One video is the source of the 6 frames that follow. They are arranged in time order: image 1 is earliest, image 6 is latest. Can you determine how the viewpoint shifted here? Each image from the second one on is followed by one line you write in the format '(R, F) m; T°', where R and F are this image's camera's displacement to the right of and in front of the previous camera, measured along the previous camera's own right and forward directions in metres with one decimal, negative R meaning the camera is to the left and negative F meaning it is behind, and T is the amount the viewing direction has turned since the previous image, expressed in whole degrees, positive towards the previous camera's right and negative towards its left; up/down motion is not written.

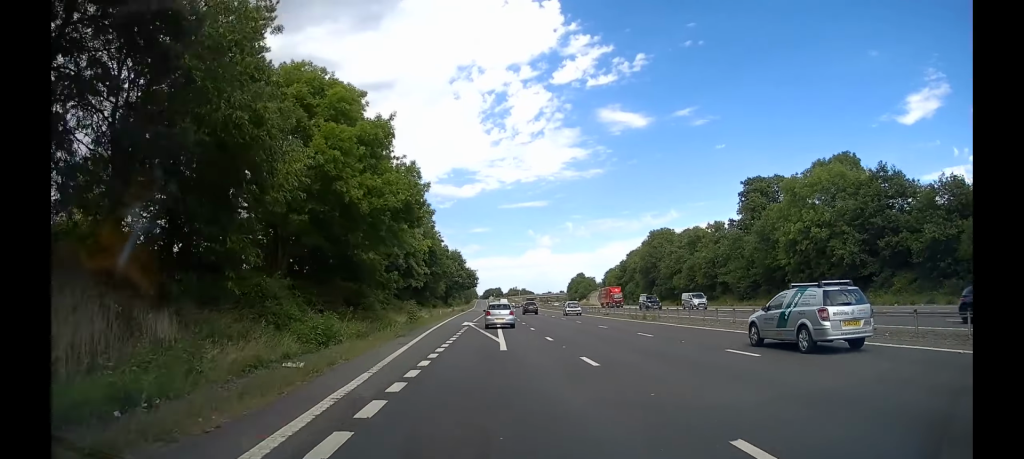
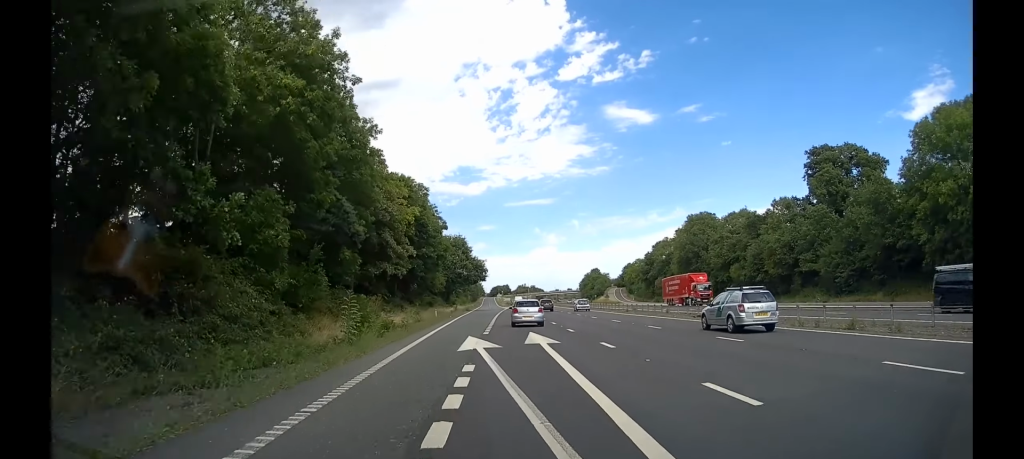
(-0.2, +23.7) m; 0°
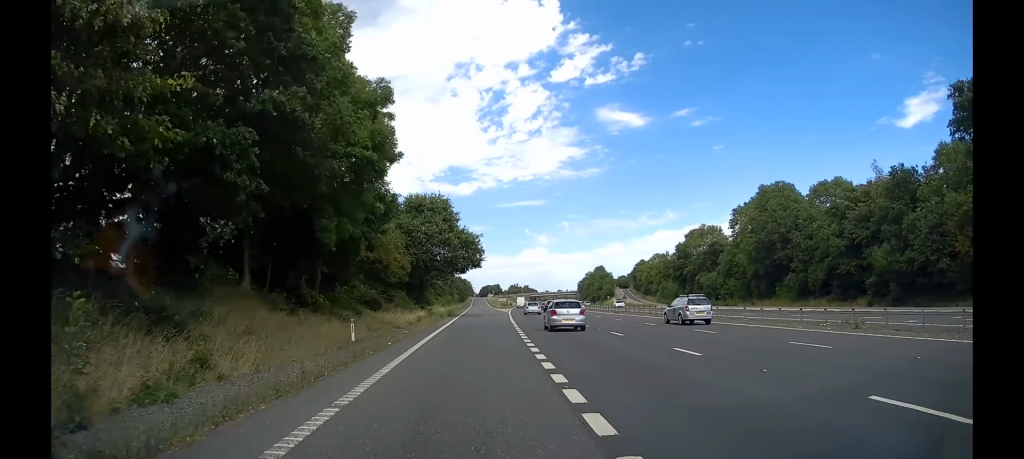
(+0.1, +38.9) m; 0°
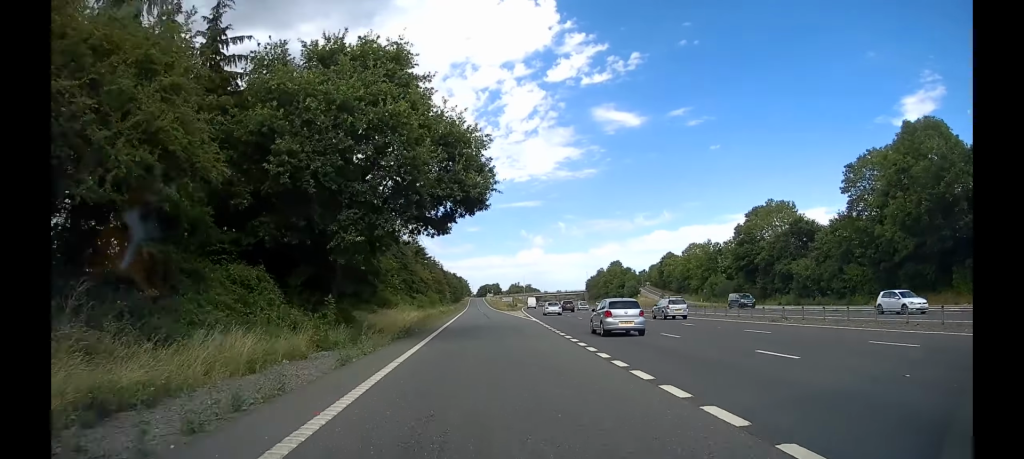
(-0.2, +38.3) m; +1°
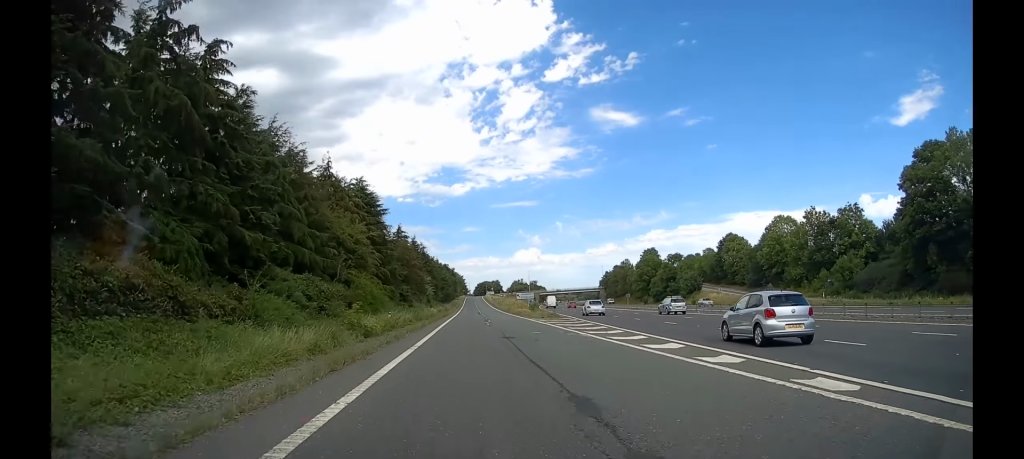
(+0.9, +52.7) m; +1°
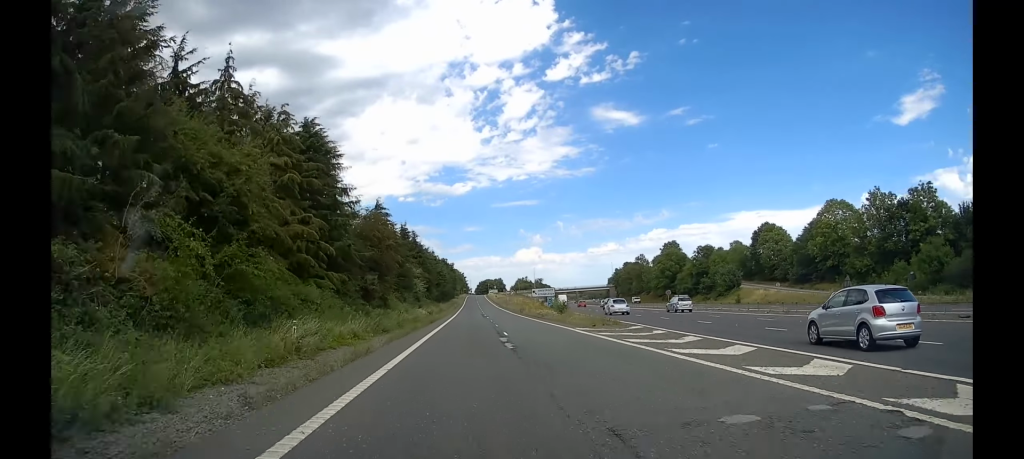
(+0.1, +19.7) m; 0°
